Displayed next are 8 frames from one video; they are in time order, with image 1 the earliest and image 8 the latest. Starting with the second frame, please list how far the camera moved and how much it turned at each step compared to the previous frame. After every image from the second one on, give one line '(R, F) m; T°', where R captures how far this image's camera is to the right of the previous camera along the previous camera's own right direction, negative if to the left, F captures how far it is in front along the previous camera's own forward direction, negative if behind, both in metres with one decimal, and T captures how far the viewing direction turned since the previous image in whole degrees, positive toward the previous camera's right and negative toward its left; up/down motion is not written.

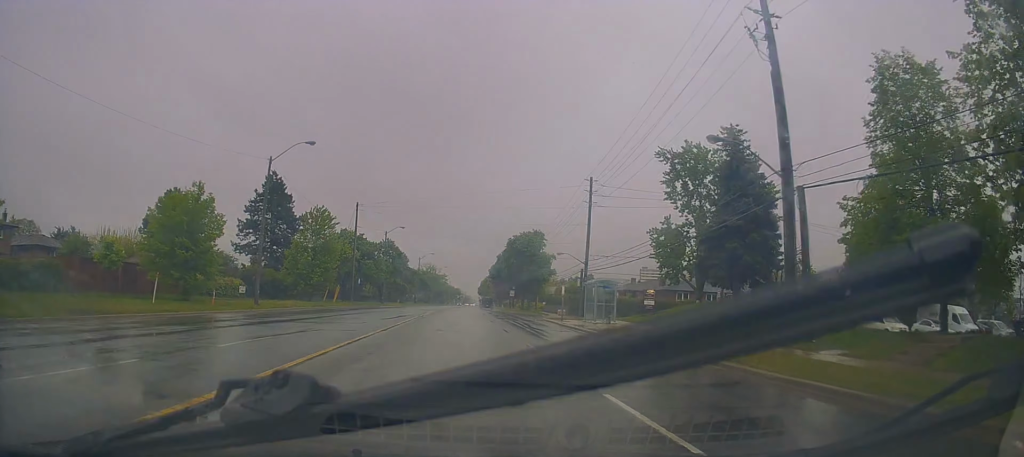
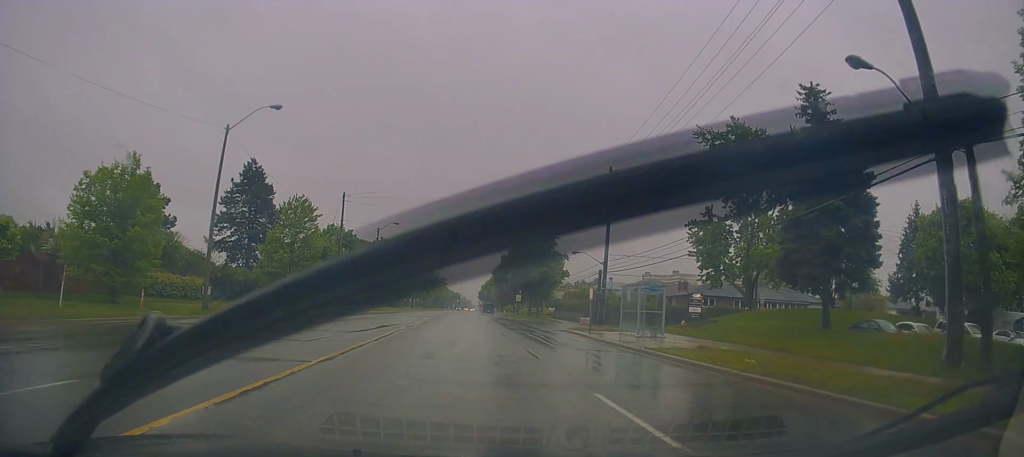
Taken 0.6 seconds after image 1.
(+0.2, +8.9) m; +1°
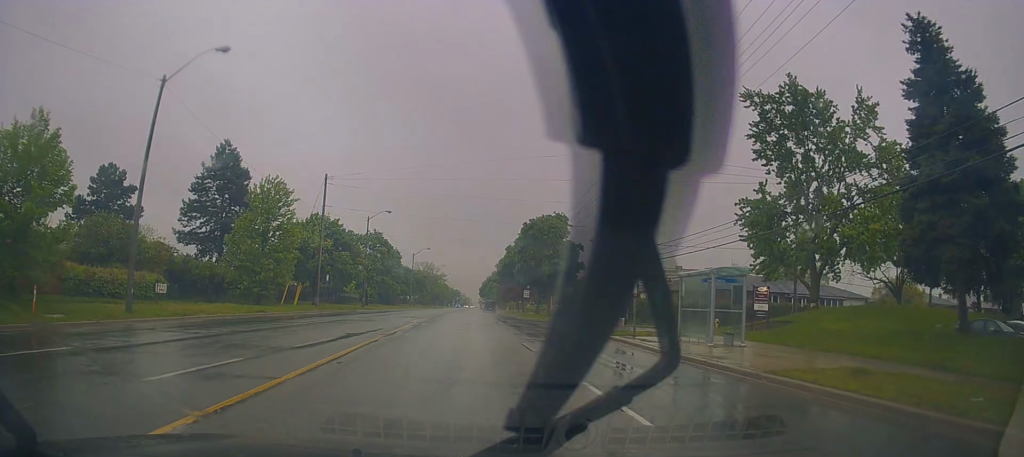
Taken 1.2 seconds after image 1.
(+0.1, +7.7) m; 0°
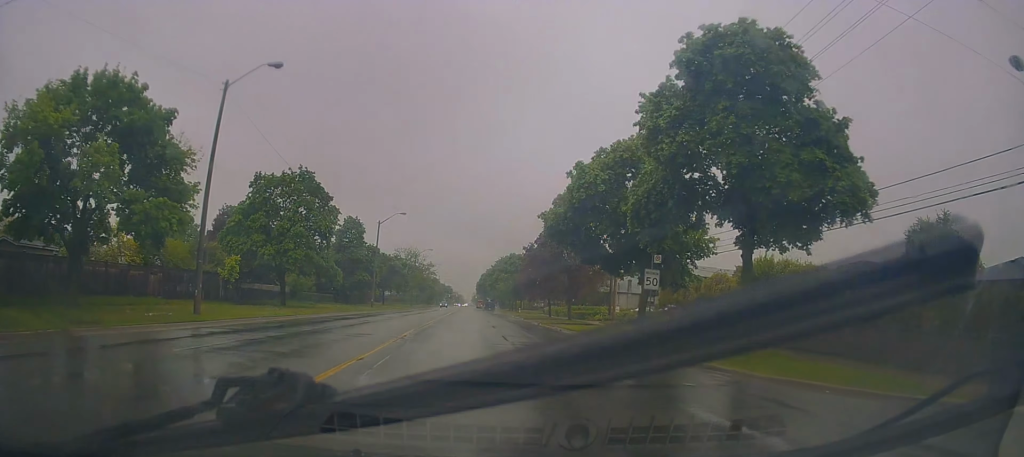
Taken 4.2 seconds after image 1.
(-0.1, +41.6) m; +1°
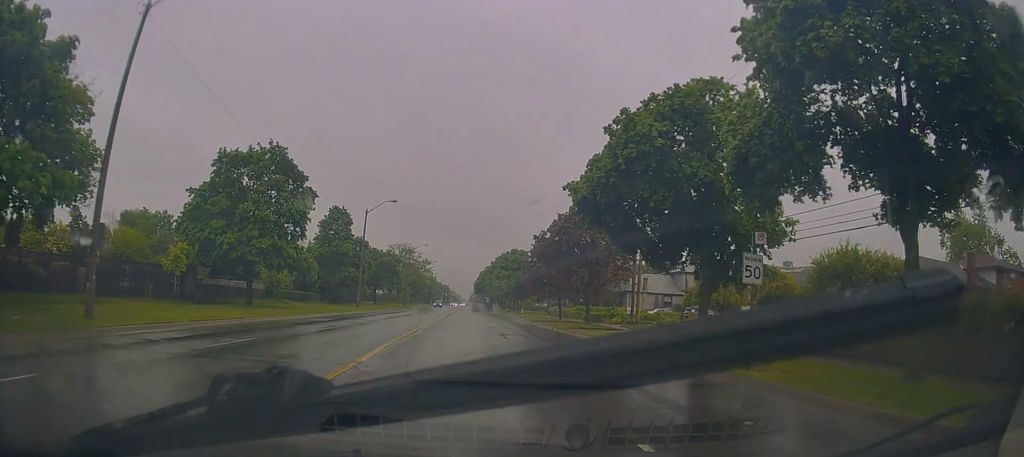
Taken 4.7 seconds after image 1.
(-0.4, +7.5) m; +1°
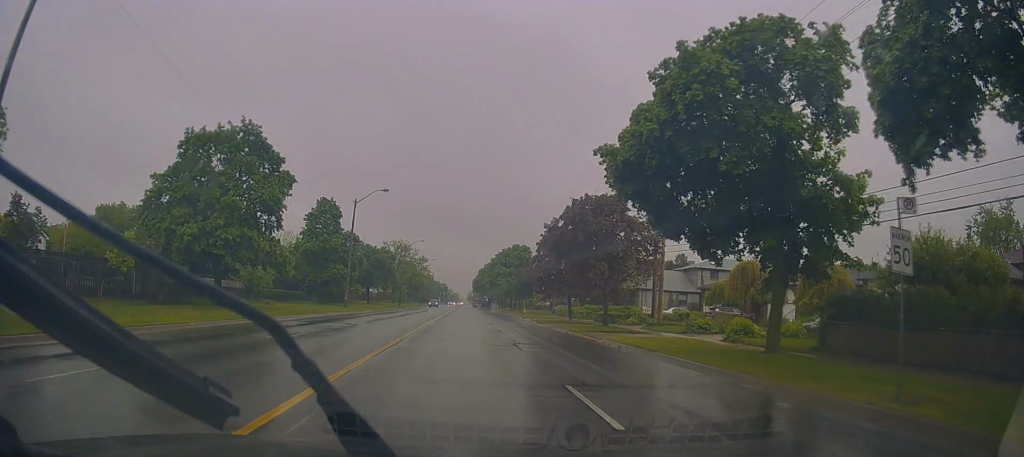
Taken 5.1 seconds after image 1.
(0.0, +5.6) m; 0°
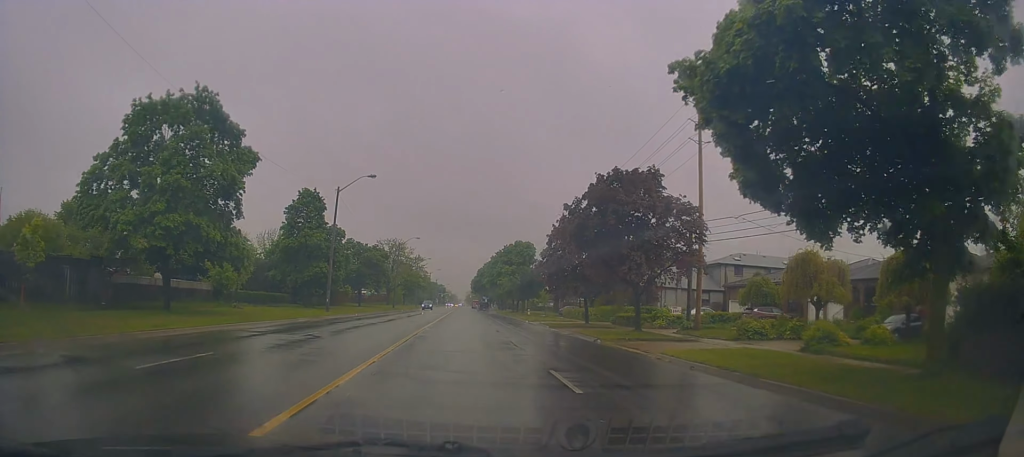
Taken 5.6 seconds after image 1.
(+0.6, +6.9) m; 0°
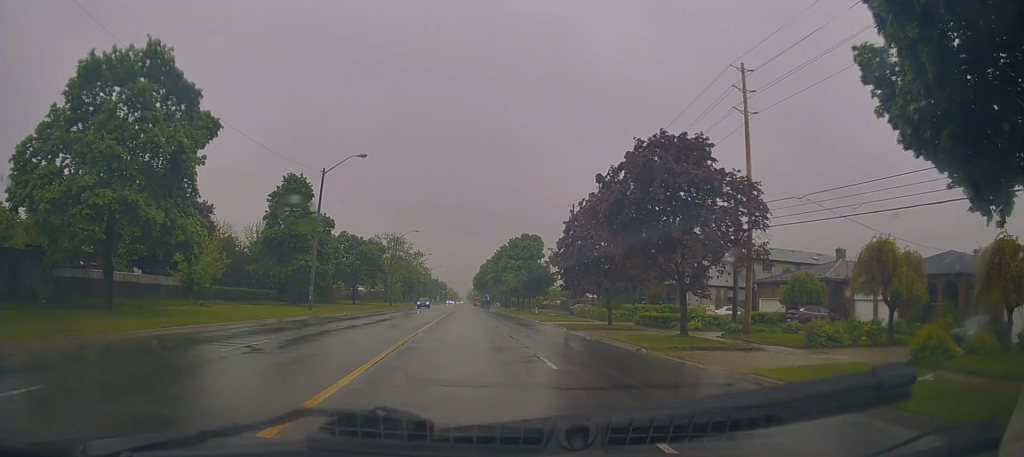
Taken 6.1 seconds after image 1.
(+0.3, +6.2) m; 0°
